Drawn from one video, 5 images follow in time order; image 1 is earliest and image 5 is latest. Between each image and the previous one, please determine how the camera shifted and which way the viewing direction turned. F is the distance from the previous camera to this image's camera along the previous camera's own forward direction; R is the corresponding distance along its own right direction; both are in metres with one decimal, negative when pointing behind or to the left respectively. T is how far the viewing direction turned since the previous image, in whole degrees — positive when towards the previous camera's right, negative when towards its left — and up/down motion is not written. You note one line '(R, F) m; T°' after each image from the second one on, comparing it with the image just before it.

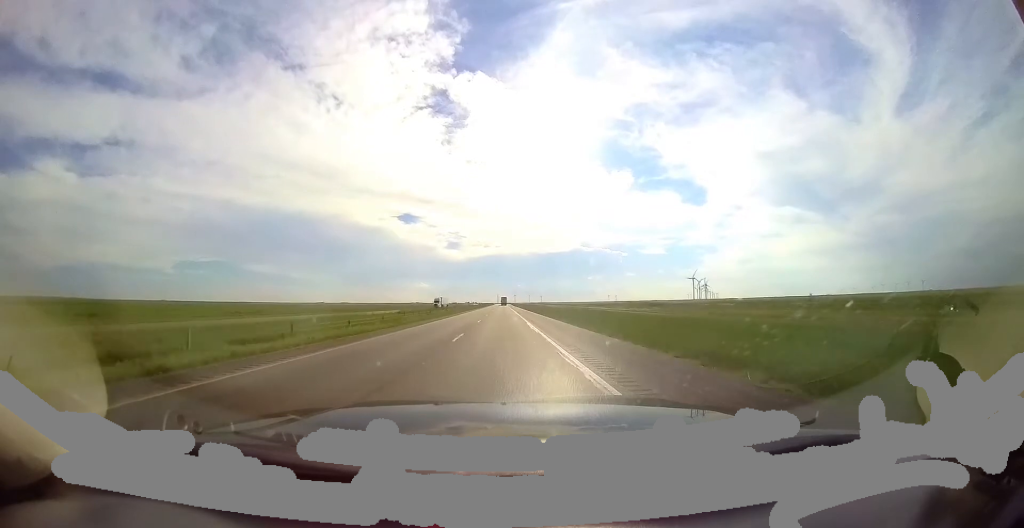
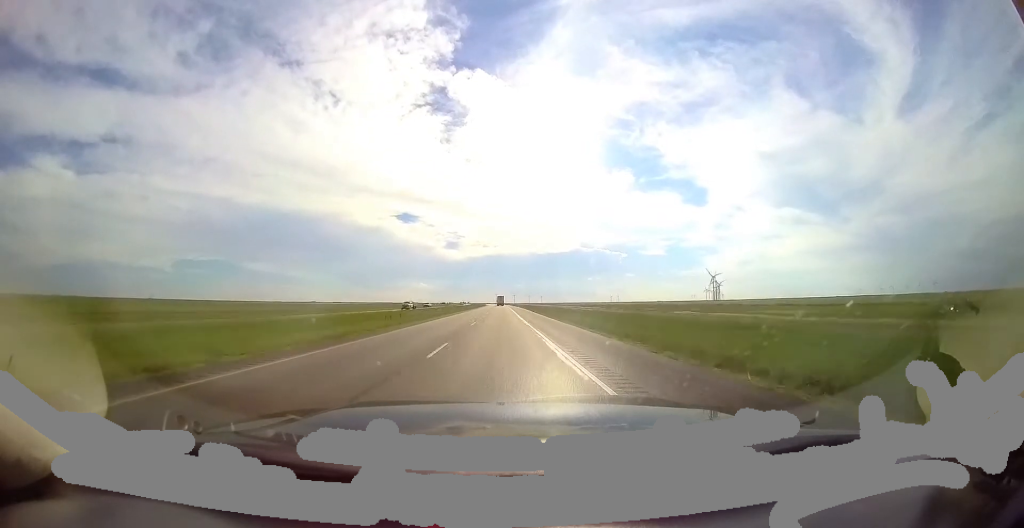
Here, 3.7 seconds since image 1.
(-1.4, +137.8) m; -1°
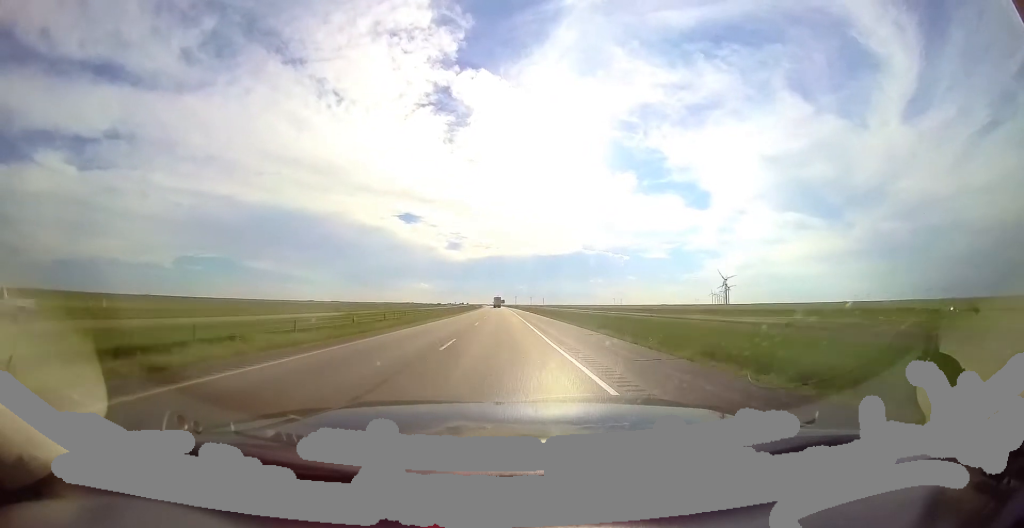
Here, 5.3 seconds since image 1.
(+0.8, +59.1) m; +1°
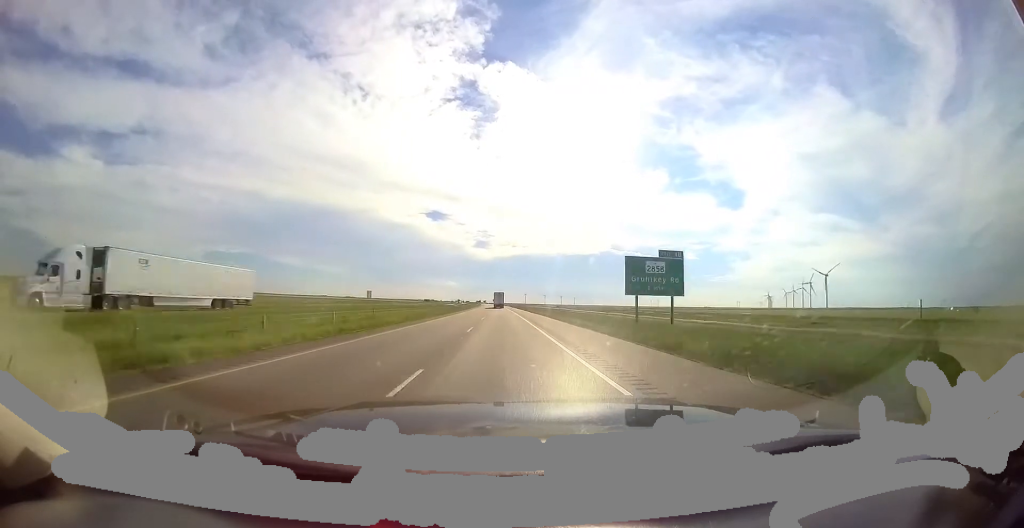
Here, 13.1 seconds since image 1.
(-15.5, +287.7) m; -6°
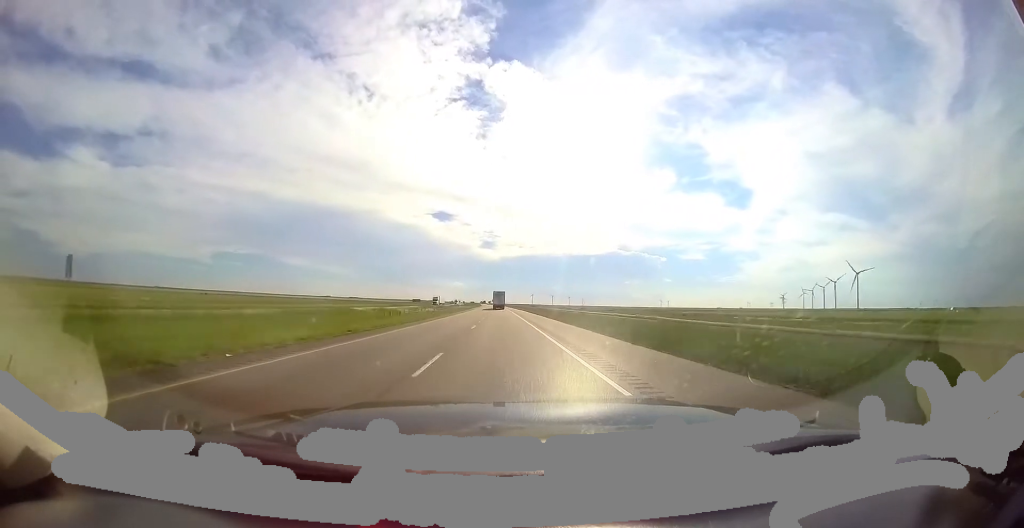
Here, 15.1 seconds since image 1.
(-0.5, +71.9) m; -1°
